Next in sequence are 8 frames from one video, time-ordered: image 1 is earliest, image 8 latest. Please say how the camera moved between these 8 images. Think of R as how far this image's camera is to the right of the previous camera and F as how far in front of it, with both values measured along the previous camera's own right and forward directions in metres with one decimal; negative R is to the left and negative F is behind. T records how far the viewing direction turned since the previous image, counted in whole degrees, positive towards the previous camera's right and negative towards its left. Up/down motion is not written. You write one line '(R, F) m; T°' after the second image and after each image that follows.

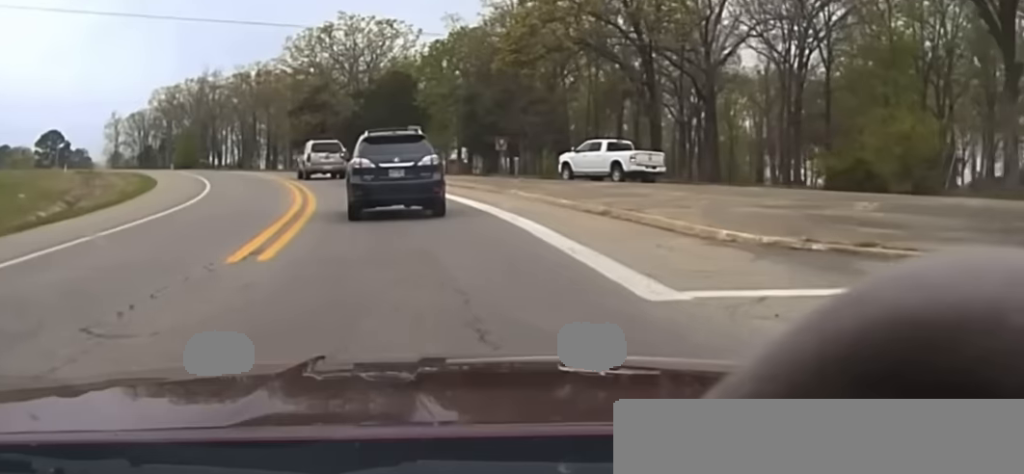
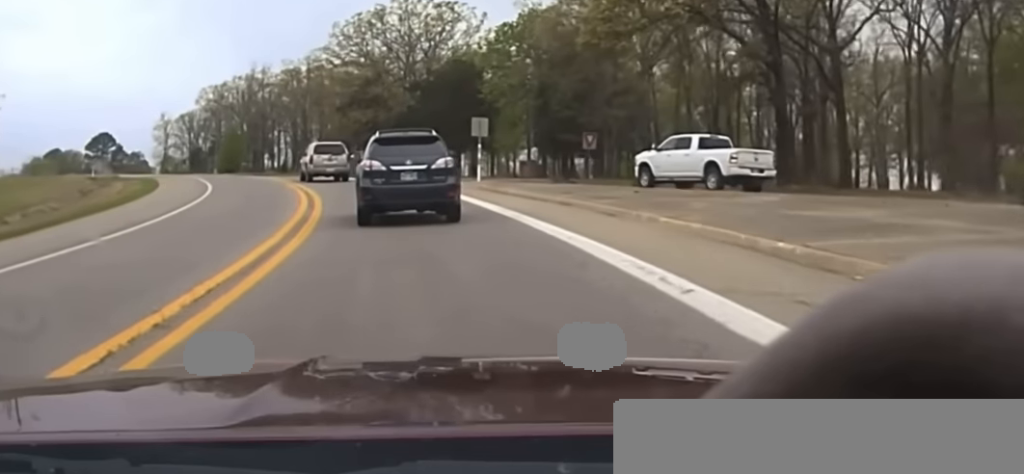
(-0.4, +14.2) m; -4°
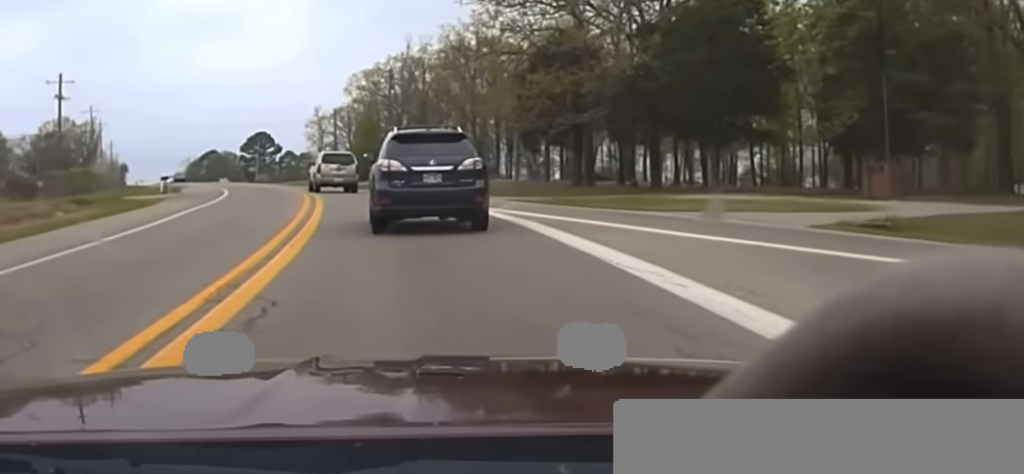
(-3.2, +36.9) m; -10°
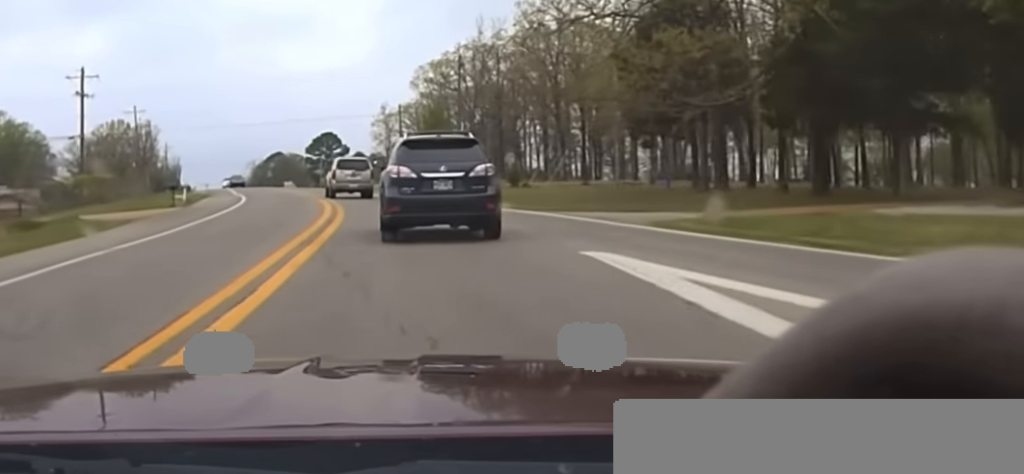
(-0.5, +13.1) m; -3°
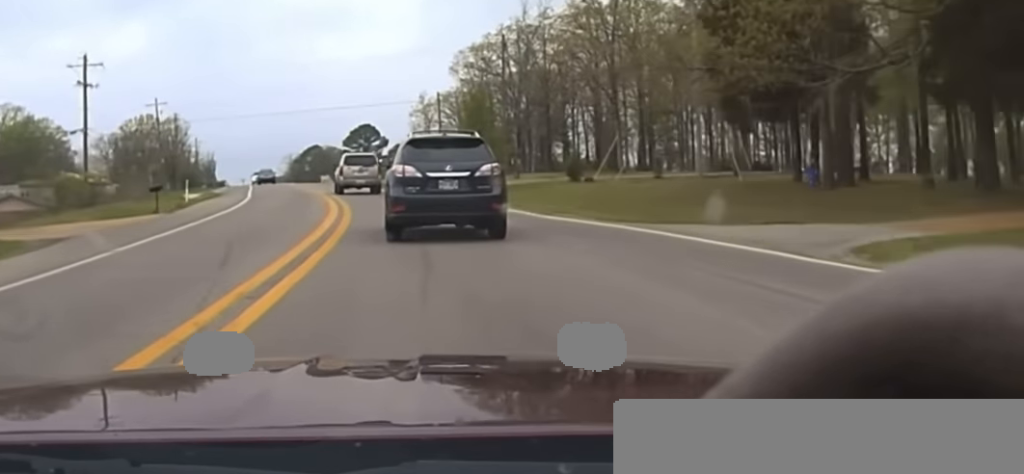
(0.0, +9.1) m; -2°
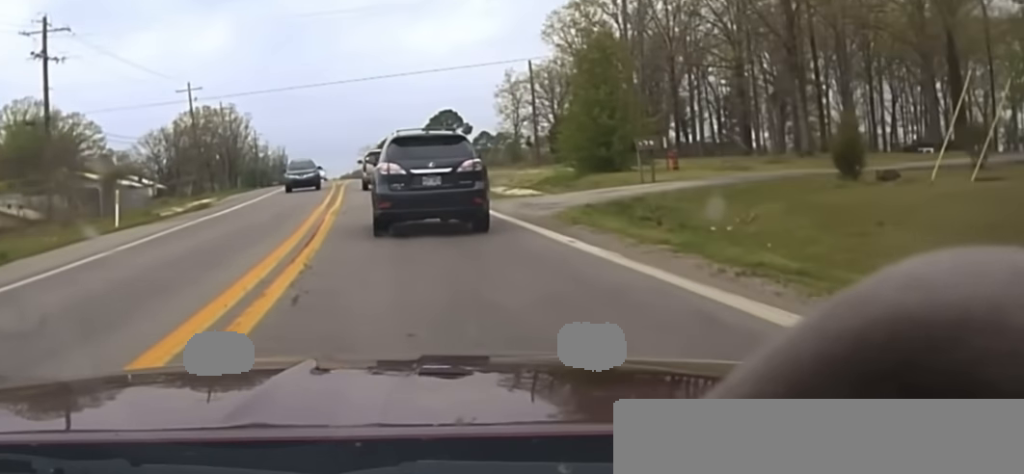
(-1.4, +28.2) m; -5°
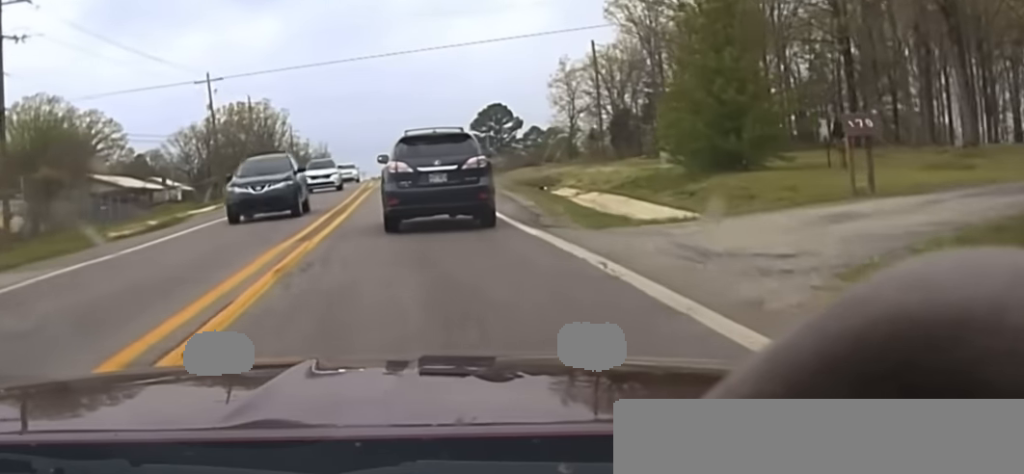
(-0.3, +15.0) m; -2°
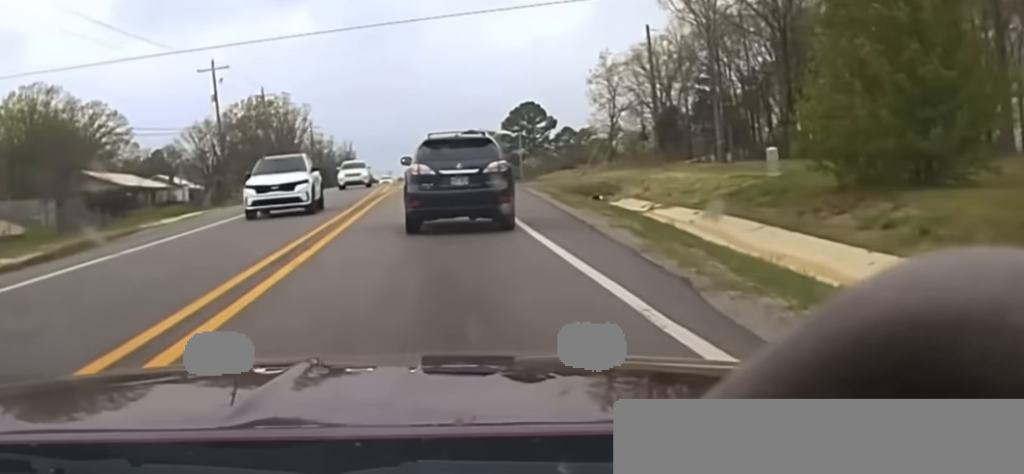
(-0.2, +12.4) m; -2°
